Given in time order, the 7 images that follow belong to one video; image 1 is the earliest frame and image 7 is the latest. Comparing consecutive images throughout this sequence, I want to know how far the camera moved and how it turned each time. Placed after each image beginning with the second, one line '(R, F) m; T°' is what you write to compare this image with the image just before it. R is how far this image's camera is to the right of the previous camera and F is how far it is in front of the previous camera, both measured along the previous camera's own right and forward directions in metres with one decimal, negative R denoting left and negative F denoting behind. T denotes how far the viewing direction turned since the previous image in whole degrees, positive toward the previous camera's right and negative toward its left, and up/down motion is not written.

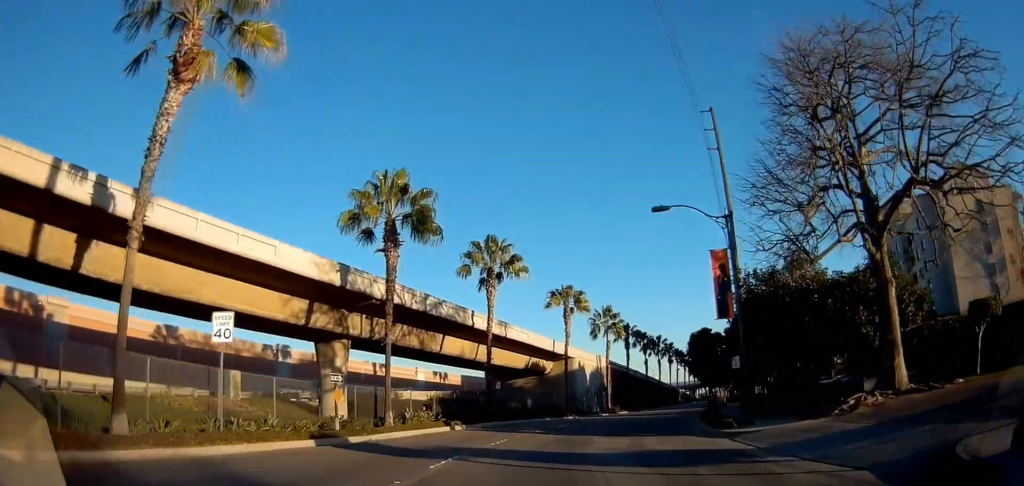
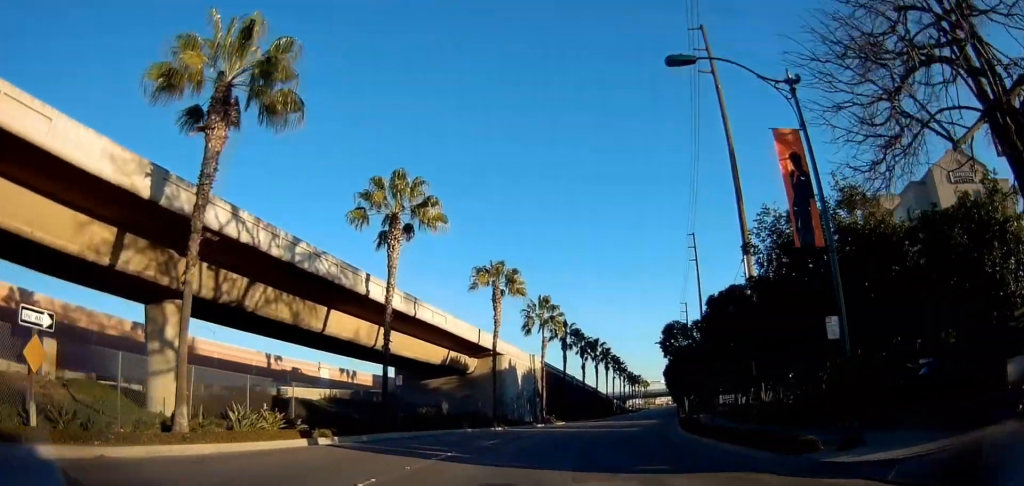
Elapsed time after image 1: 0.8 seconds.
(+0.8, +11.8) m; +8°
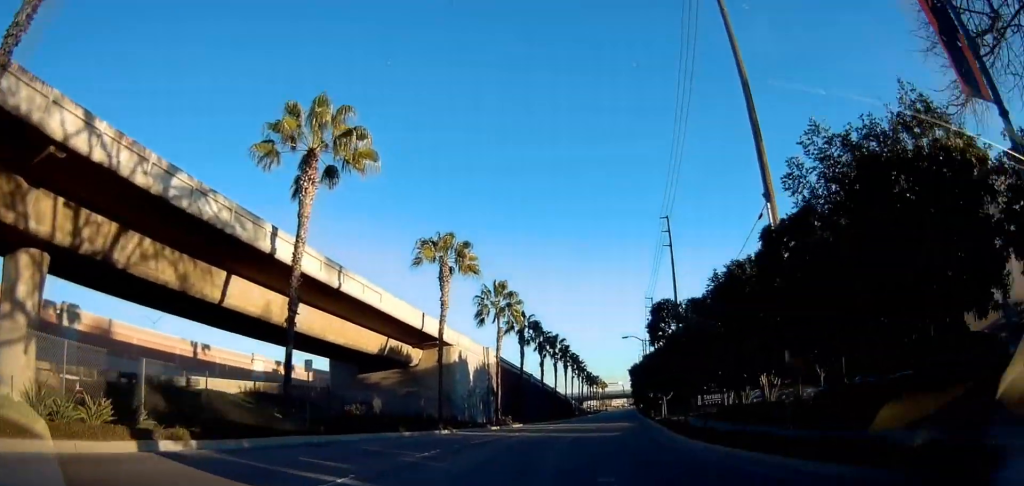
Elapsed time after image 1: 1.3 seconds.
(+0.3, +6.9) m; +5°
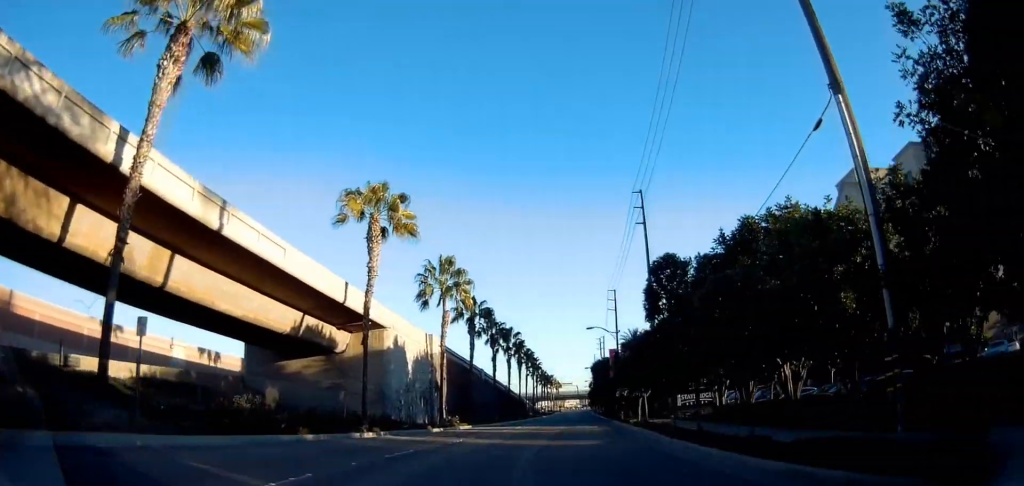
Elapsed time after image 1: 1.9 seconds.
(+0.5, +7.8) m; +5°
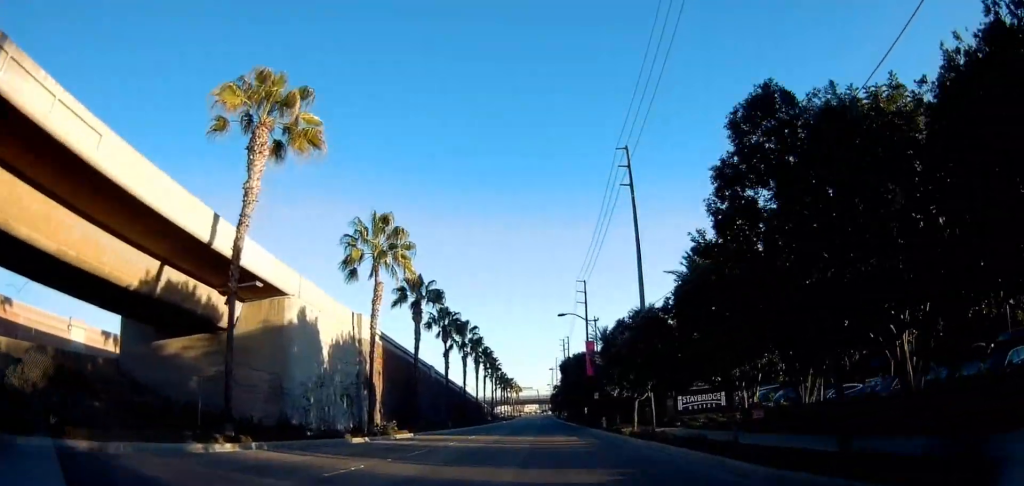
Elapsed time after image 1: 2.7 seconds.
(+0.6, +10.6) m; +5°
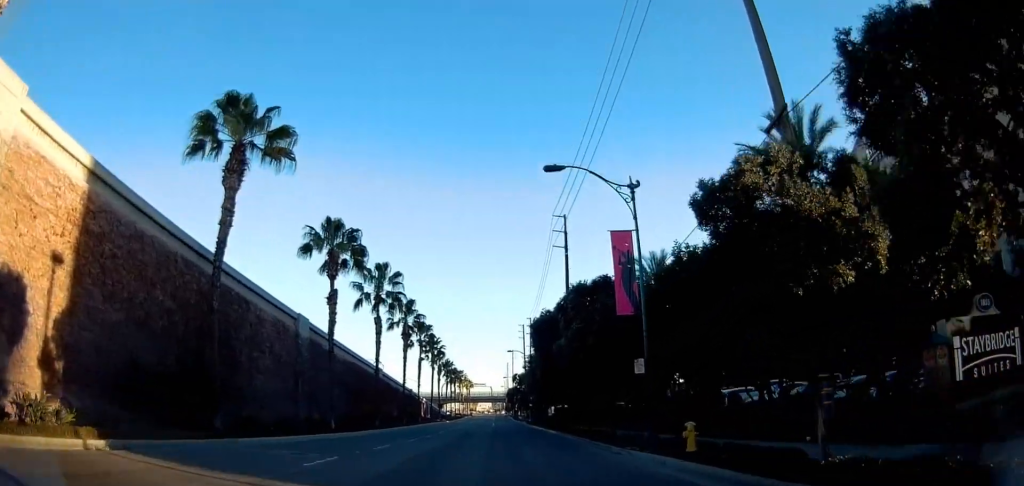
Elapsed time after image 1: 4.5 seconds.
(+2.4, +26.3) m; +8°
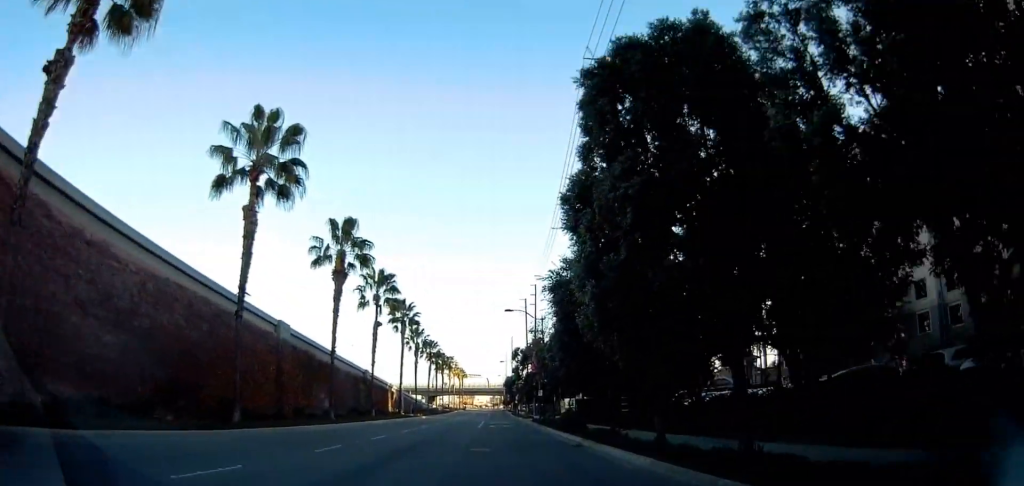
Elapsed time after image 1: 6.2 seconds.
(0.0, +26.4) m; 0°
